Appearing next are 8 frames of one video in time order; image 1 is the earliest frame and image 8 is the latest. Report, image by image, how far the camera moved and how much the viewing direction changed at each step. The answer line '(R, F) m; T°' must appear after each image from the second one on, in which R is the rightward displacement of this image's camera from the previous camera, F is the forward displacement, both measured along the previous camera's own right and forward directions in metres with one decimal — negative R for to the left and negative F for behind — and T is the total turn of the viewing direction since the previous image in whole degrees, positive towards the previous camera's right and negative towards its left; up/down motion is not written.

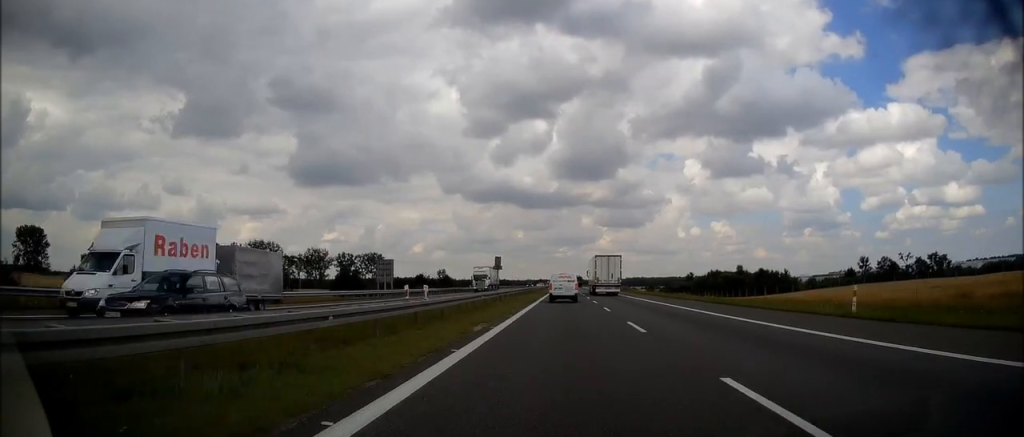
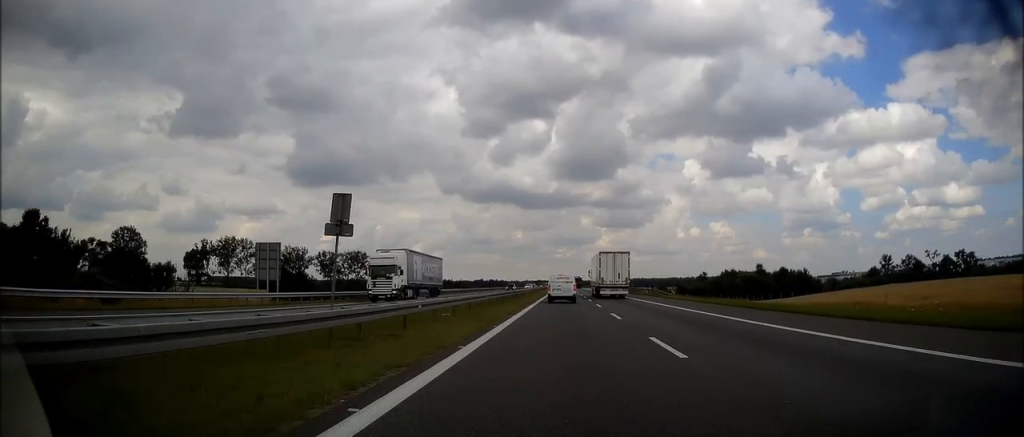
(0.0, +29.5) m; 0°
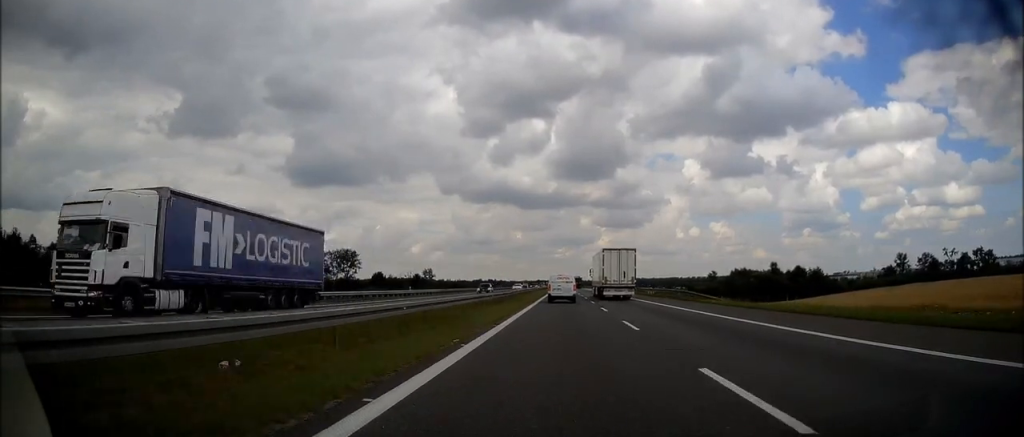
(-0.1, +17.5) m; 0°
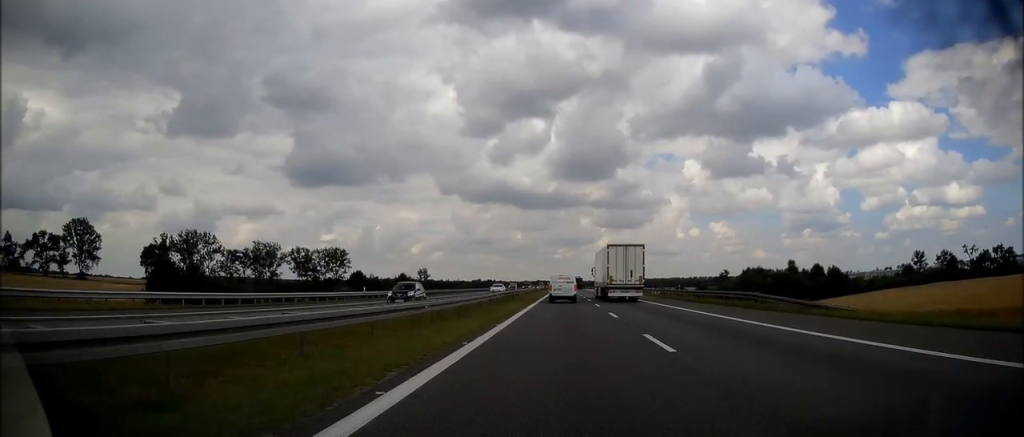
(+0.1, +17.7) m; 0°
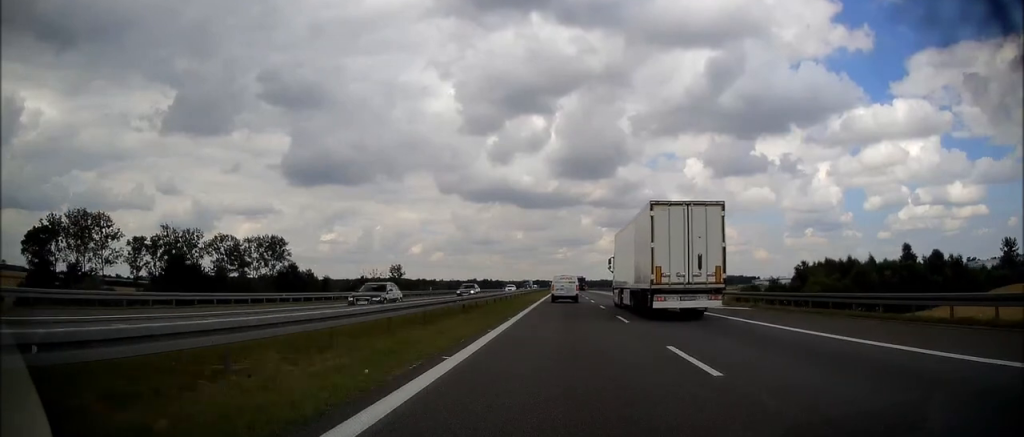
(-0.7, +74.7) m; 0°
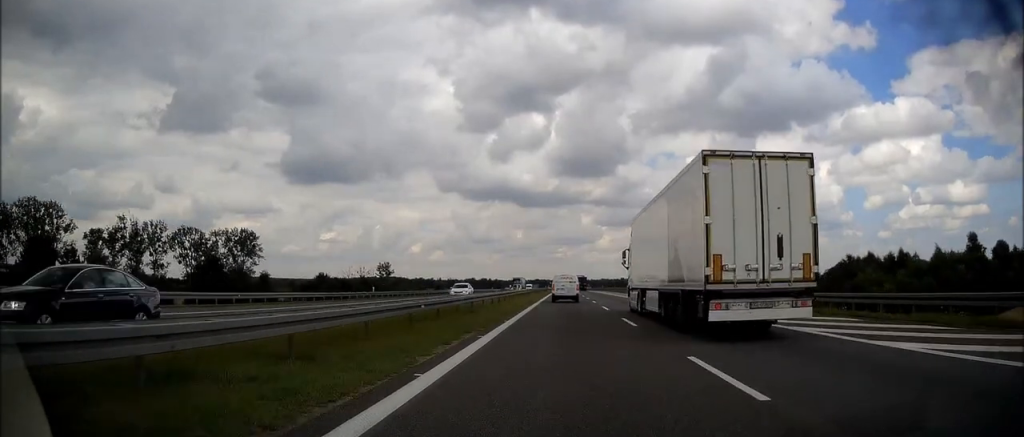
(+0.2, +25.9) m; 0°
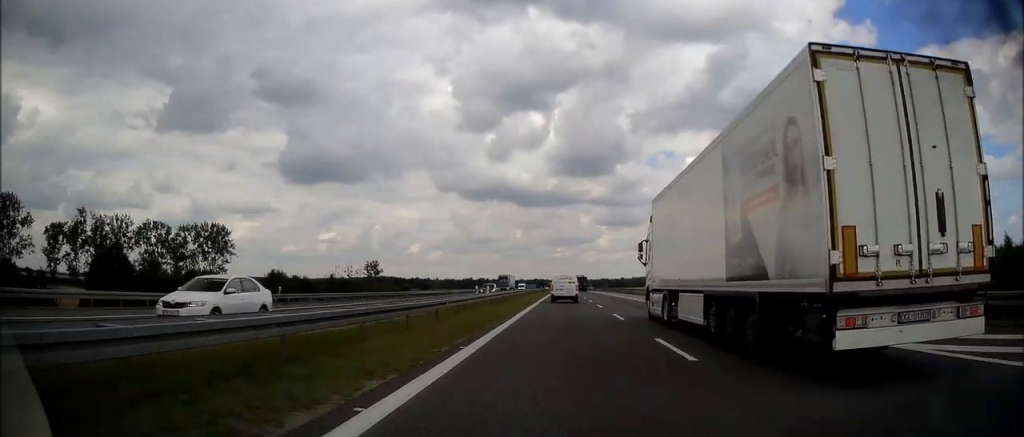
(+0.2, +20.3) m; 0°
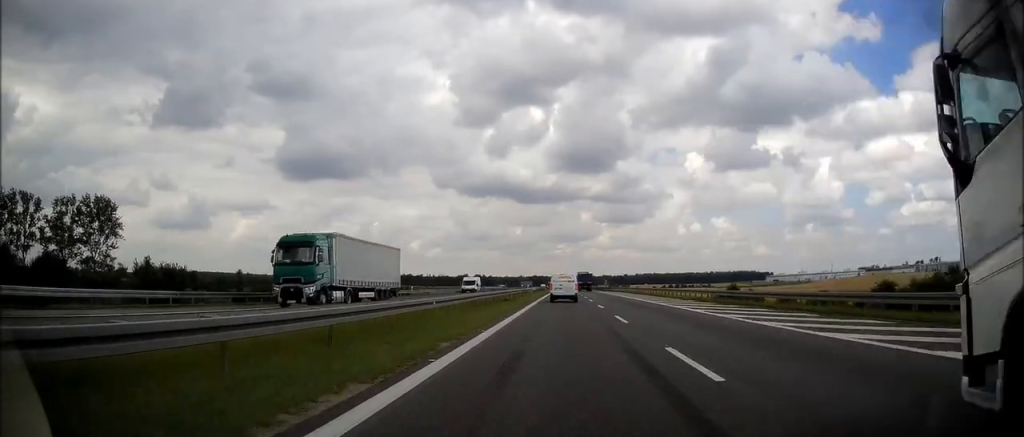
(-0.1, +61.8) m; 0°
